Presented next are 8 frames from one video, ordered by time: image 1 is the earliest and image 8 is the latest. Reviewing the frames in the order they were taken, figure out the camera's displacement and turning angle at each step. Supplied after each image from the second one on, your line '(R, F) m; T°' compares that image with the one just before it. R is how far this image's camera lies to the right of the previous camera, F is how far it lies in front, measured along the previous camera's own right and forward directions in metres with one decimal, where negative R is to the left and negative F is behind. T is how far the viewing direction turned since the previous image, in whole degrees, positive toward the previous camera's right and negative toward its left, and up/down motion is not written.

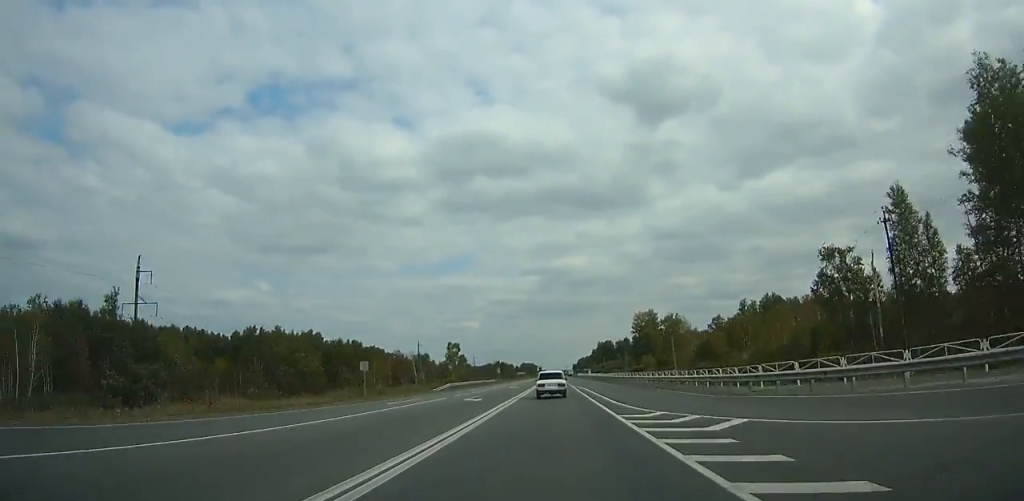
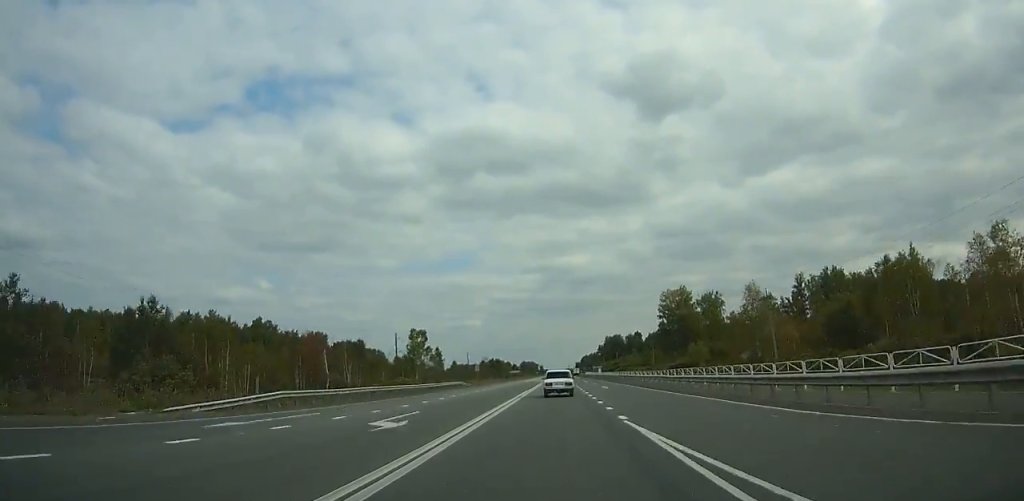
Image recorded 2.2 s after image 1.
(-0.2, +46.6) m; 0°
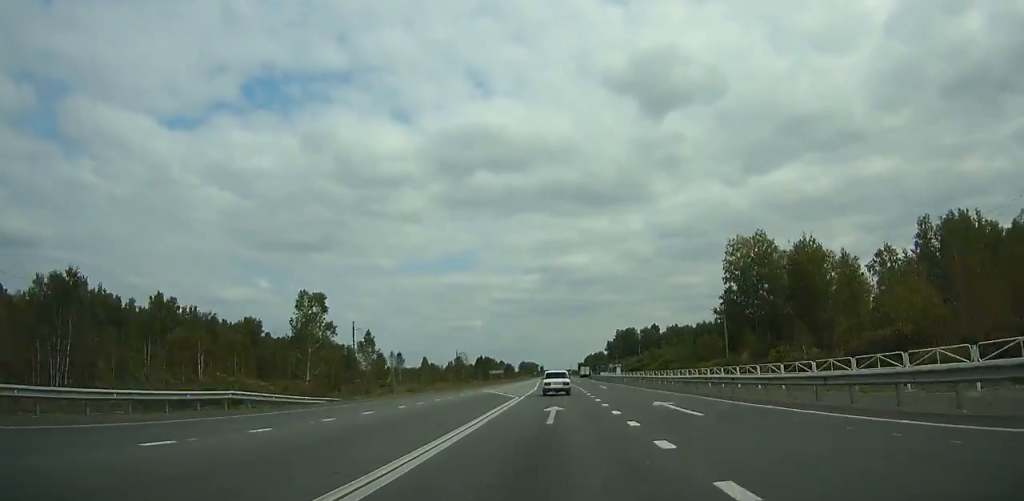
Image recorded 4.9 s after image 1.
(-0.3, +56.9) m; -1°
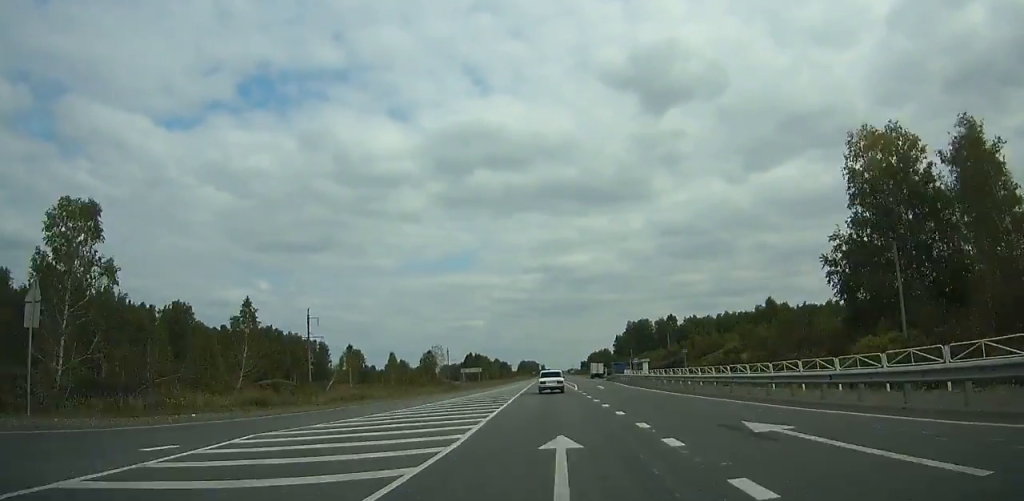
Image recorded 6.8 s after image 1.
(-0.2, +40.1) m; 0°
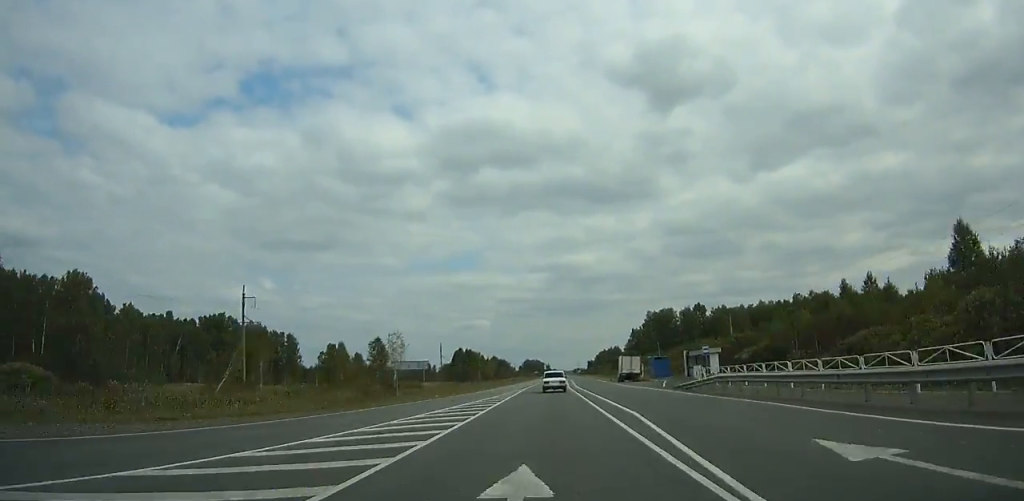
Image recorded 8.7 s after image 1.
(-0.1, +40.2) m; 0°
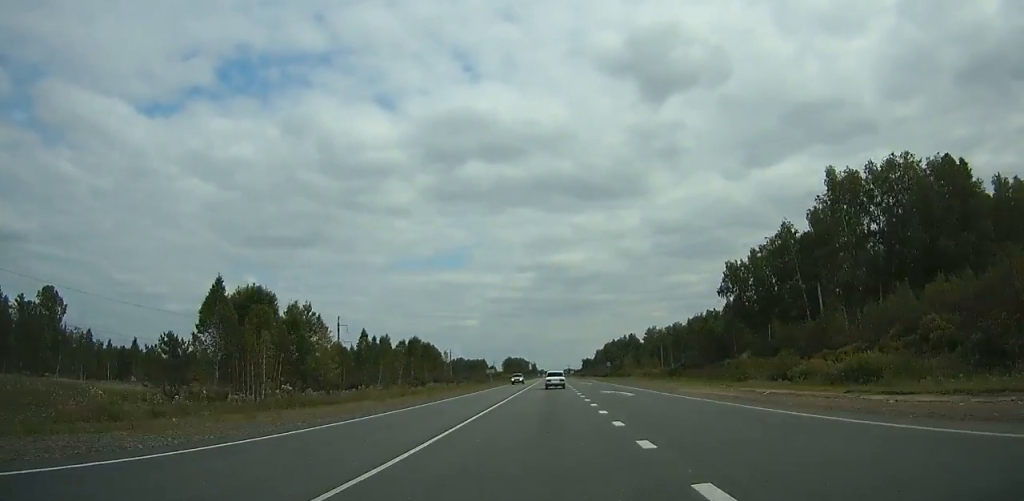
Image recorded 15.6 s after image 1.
(0.0, +146.8) m; +1°
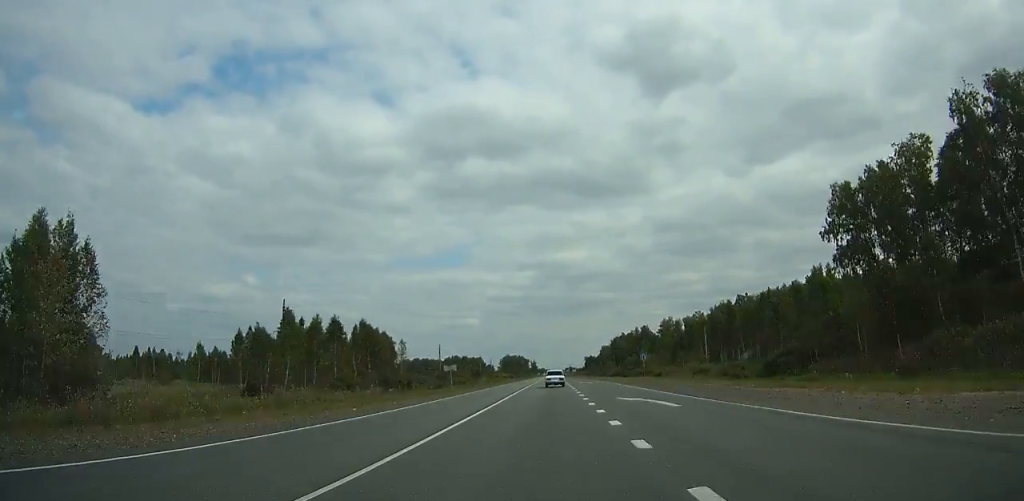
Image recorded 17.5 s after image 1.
(+0.1, +40.3) m; 0°
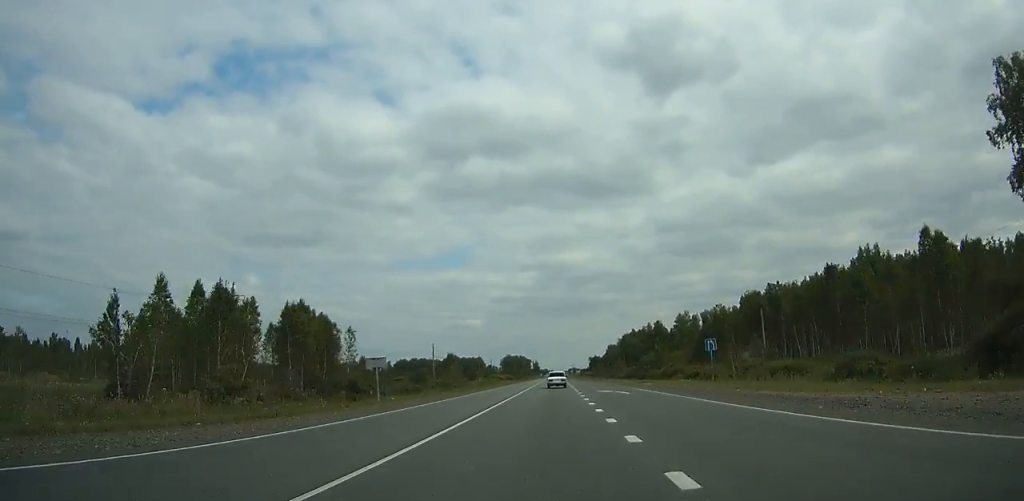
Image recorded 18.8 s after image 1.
(+0.1, +27.4) m; 0°
